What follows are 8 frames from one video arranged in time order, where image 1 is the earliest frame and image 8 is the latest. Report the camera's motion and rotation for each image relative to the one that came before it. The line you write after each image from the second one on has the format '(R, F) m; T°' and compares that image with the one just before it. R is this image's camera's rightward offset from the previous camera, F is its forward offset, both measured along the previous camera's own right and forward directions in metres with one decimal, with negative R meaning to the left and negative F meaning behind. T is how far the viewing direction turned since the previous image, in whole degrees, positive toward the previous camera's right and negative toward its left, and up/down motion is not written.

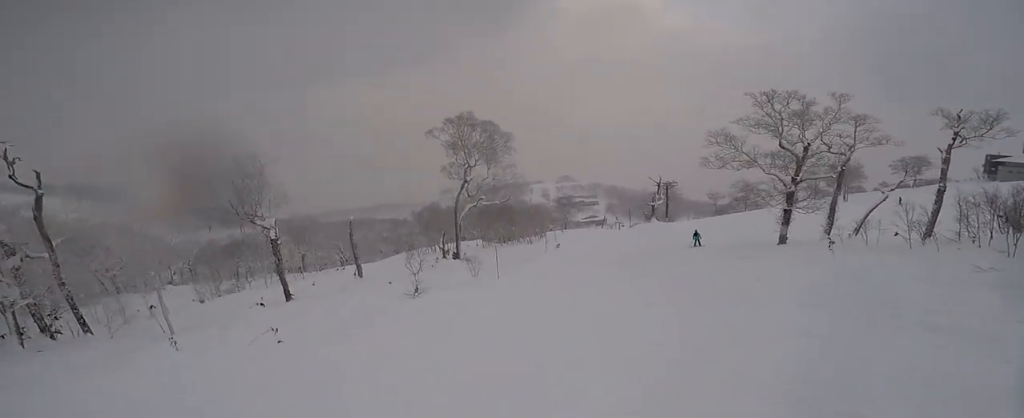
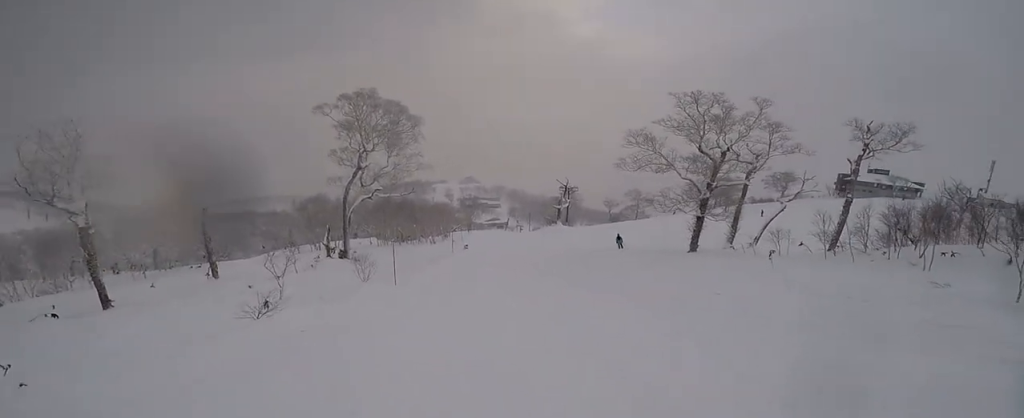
(+0.8, +3.8) m; +7°
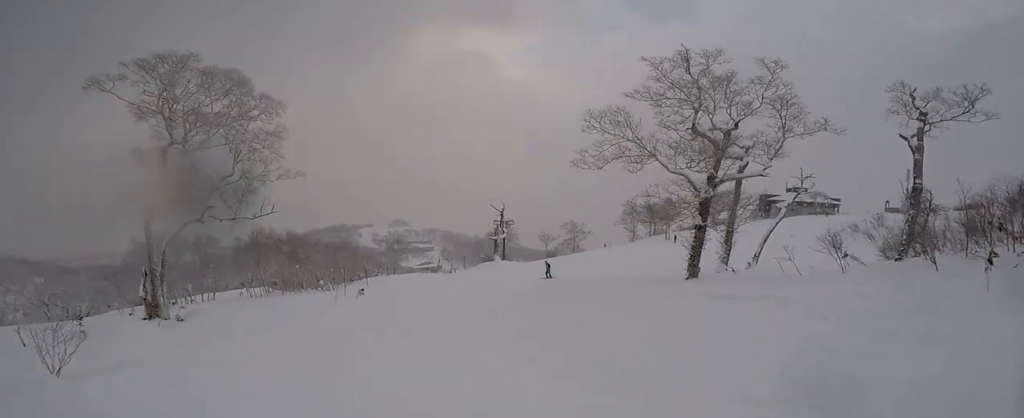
(+1.4, +11.0) m; -1°
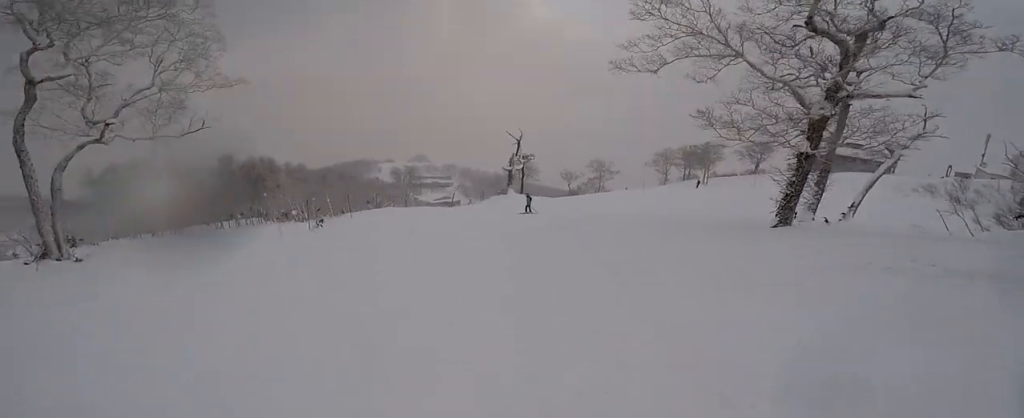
(-0.7, +6.1) m; -10°
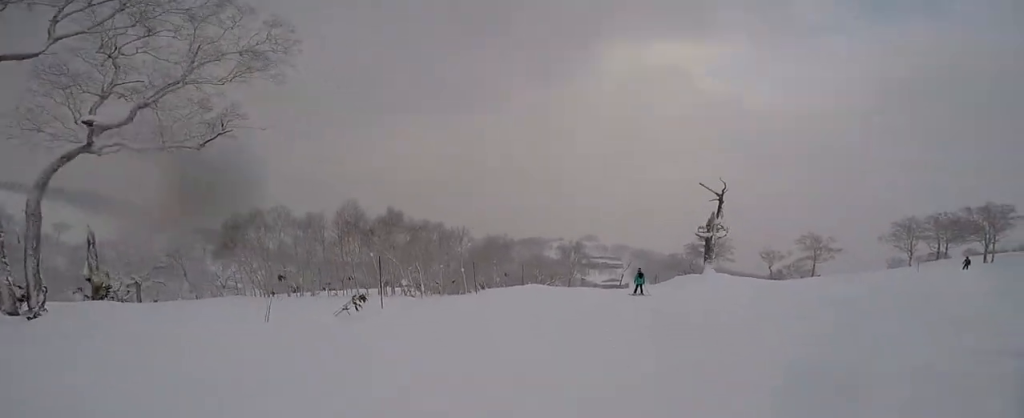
(-1.6, +10.8) m; -16°
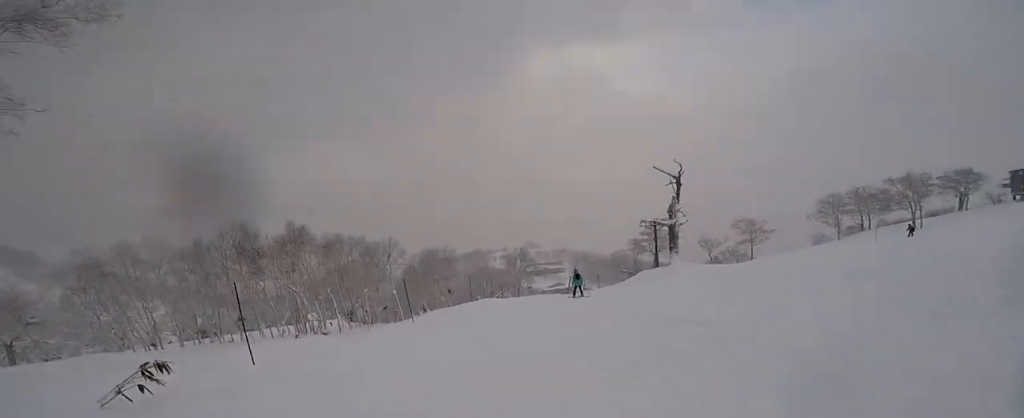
(-0.7, +4.3) m; +4°
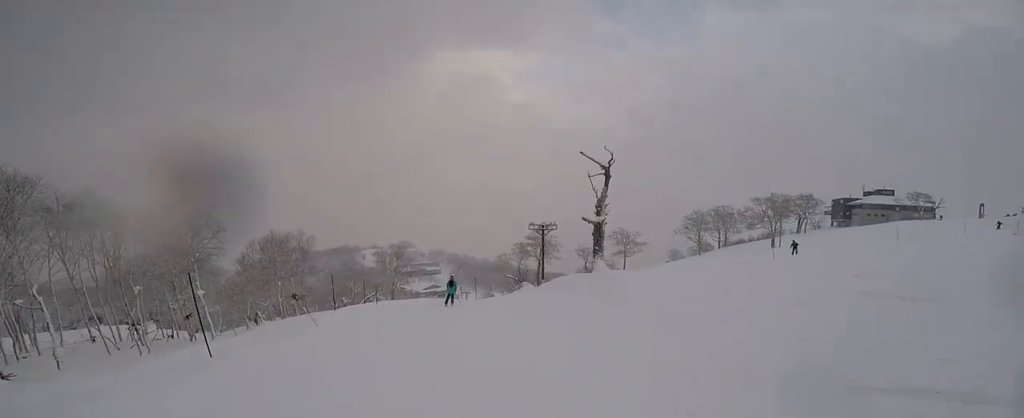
(+1.1, +6.4) m; +8°
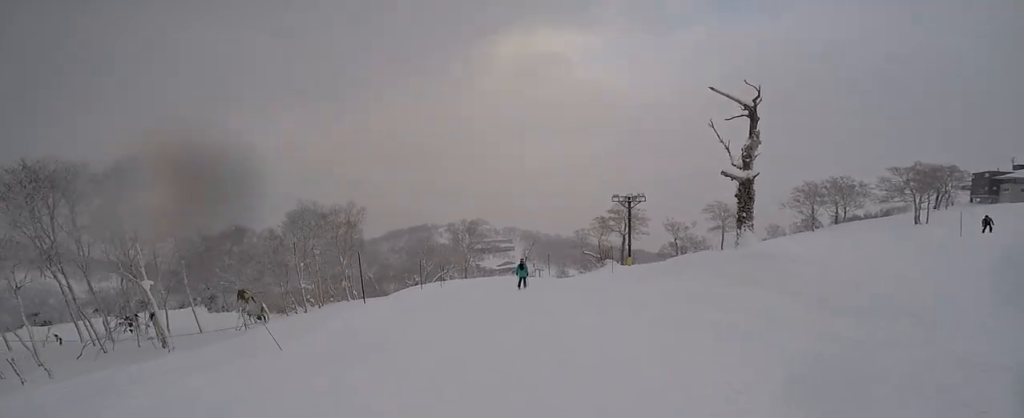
(-0.4, +6.5) m; +2°
